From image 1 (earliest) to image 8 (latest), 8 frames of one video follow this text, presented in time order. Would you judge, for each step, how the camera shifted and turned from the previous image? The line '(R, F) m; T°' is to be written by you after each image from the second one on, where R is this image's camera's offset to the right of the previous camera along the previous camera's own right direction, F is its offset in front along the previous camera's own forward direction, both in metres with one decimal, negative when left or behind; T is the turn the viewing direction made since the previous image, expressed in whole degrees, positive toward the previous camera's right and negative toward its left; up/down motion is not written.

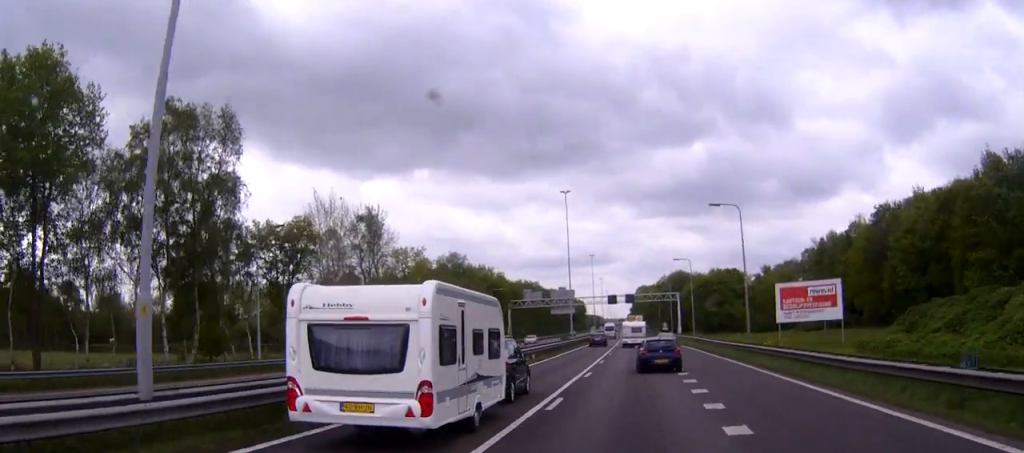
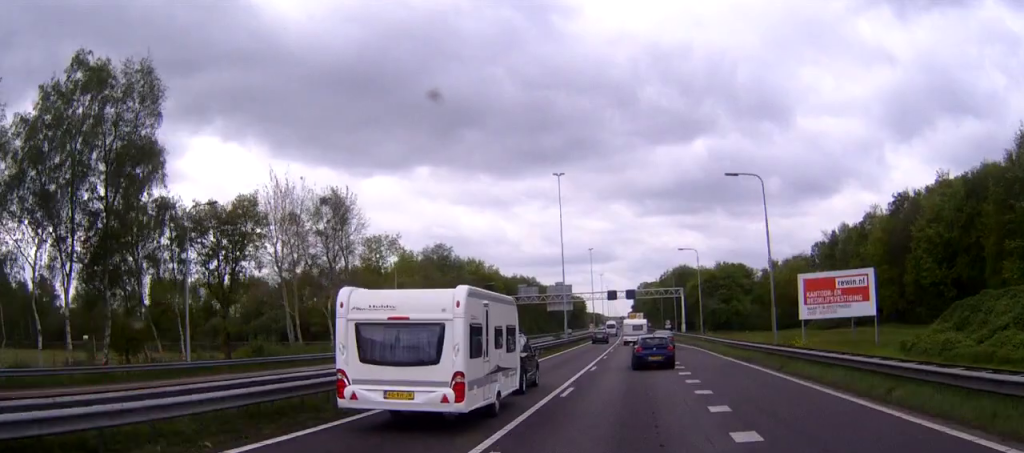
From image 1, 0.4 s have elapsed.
(0.0, +8.8) m; 0°
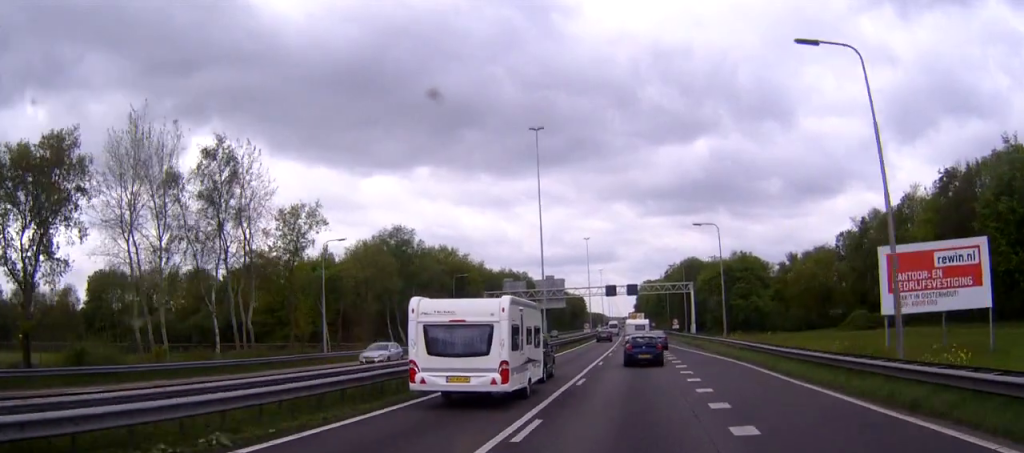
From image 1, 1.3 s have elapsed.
(-0.1, +19.1) m; 0°
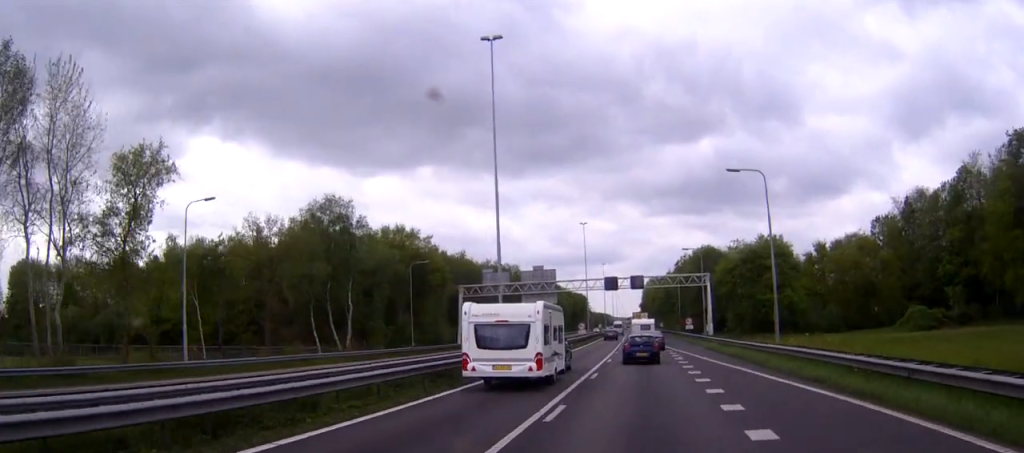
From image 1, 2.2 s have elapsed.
(0.0, +20.7) m; 0°
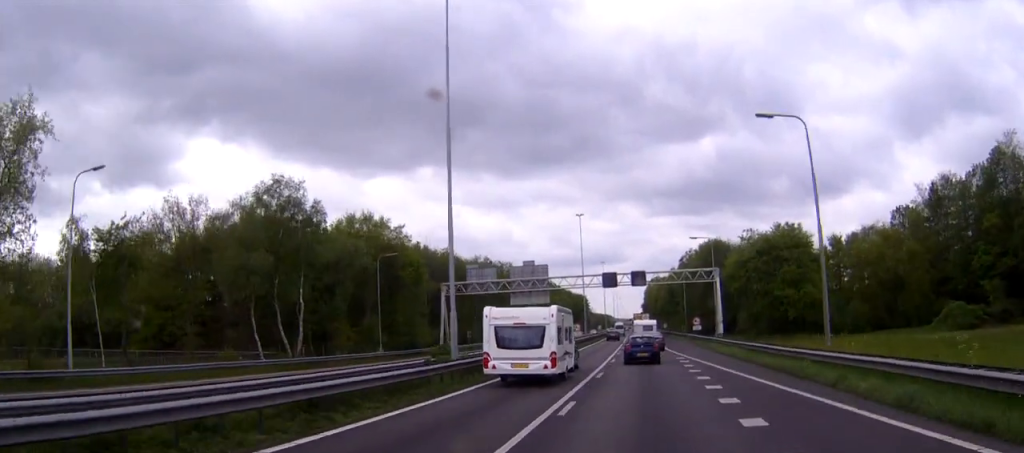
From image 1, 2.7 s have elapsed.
(0.0, +10.4) m; 0°
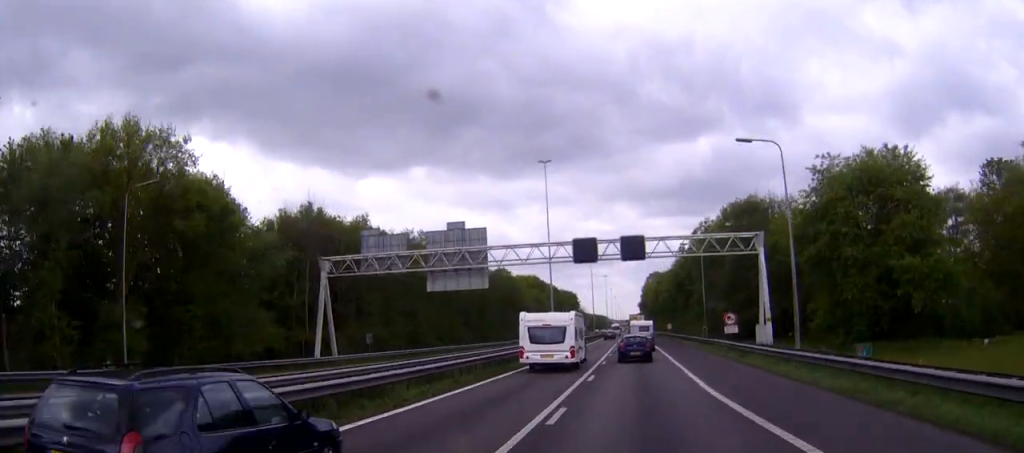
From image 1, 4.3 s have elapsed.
(+0.1, +36.3) m; 0°
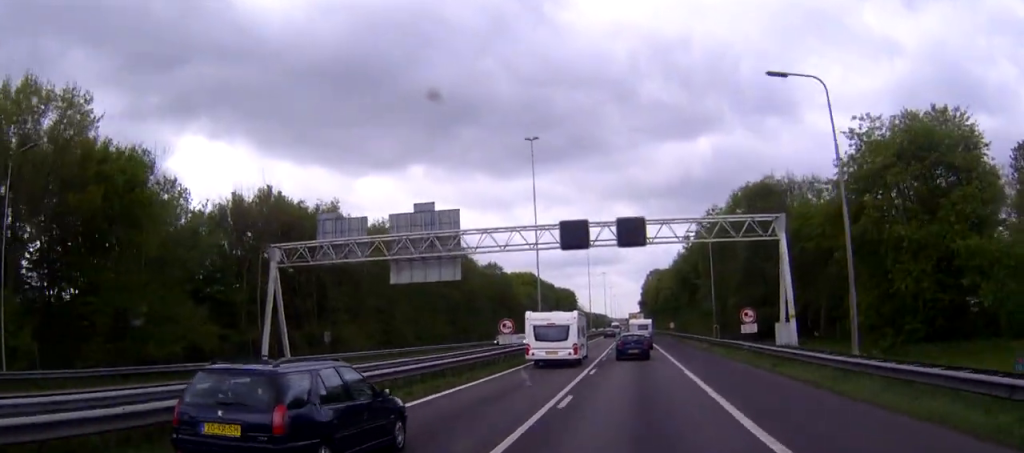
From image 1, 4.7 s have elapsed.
(0.0, +8.9) m; 0°
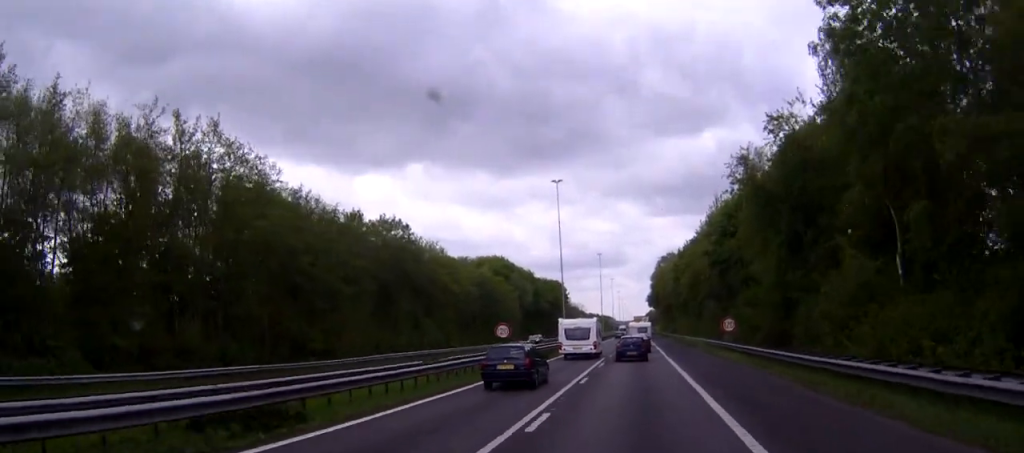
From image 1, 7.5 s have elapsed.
(-0.8, +61.6) m; -2°
